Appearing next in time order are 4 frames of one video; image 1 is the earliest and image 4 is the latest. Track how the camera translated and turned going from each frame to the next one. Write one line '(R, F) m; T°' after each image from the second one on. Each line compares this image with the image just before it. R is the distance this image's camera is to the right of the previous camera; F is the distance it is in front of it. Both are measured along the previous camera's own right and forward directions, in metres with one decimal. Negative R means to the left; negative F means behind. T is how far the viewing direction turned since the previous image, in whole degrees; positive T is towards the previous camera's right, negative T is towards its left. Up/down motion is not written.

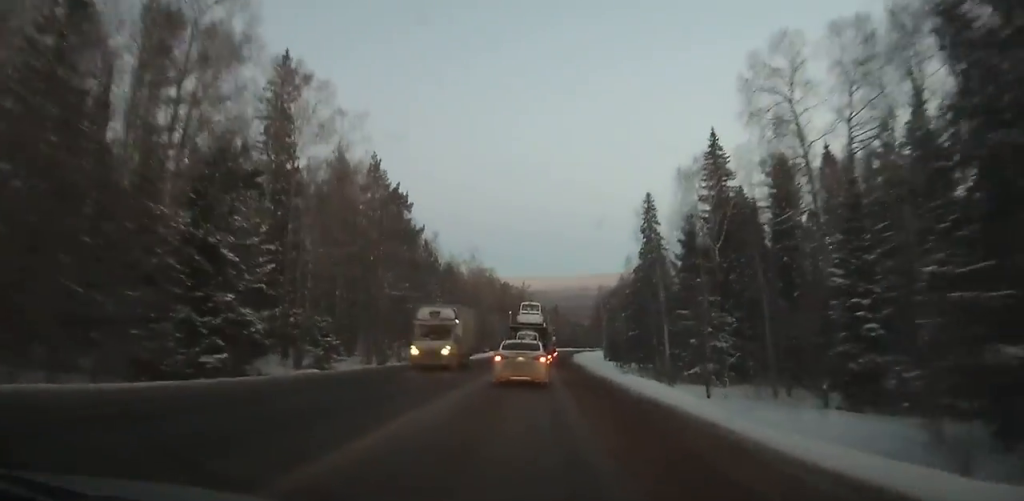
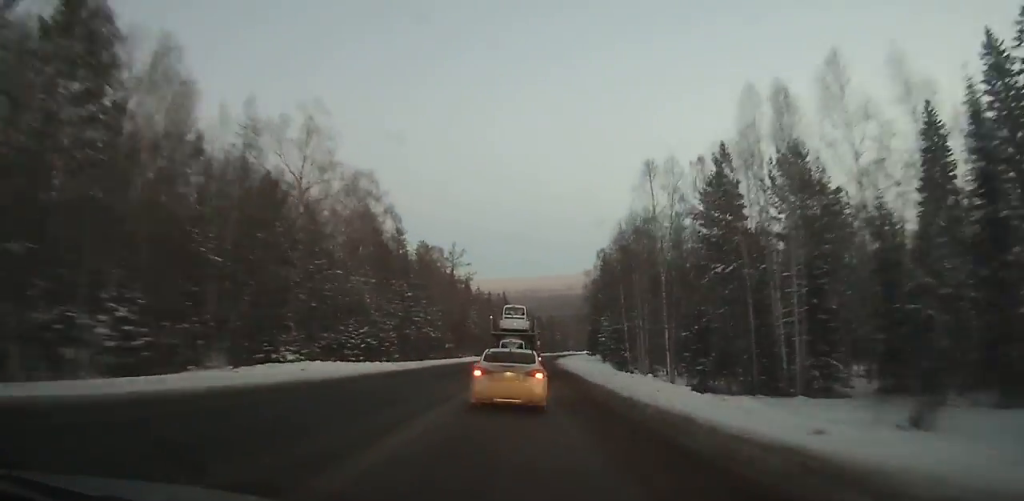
(+3.1, +83.4) m; +4°
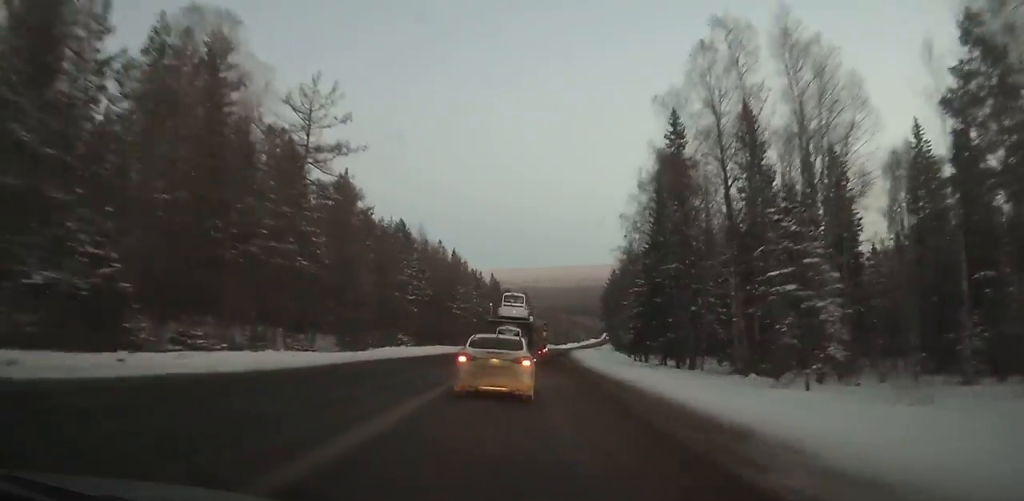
(+2.4, +85.7) m; +4°
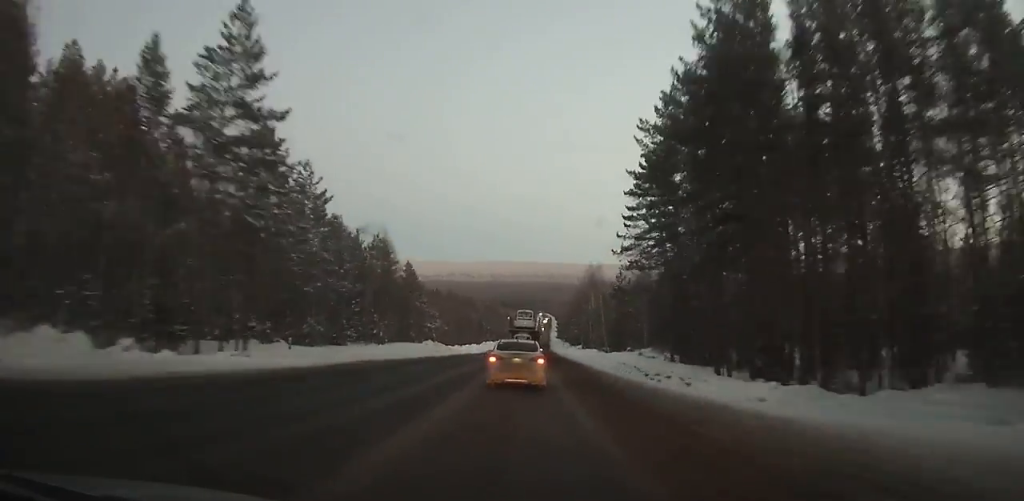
(+14.7, +158.7) m; +9°
